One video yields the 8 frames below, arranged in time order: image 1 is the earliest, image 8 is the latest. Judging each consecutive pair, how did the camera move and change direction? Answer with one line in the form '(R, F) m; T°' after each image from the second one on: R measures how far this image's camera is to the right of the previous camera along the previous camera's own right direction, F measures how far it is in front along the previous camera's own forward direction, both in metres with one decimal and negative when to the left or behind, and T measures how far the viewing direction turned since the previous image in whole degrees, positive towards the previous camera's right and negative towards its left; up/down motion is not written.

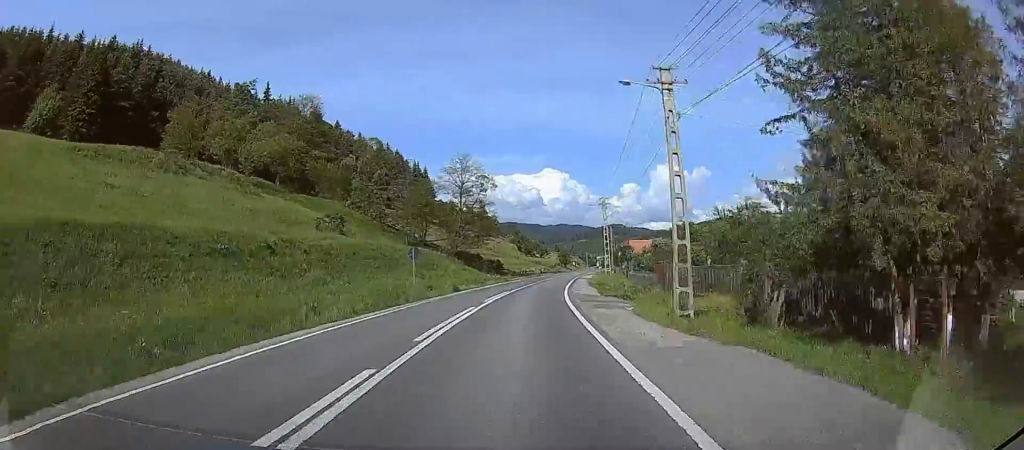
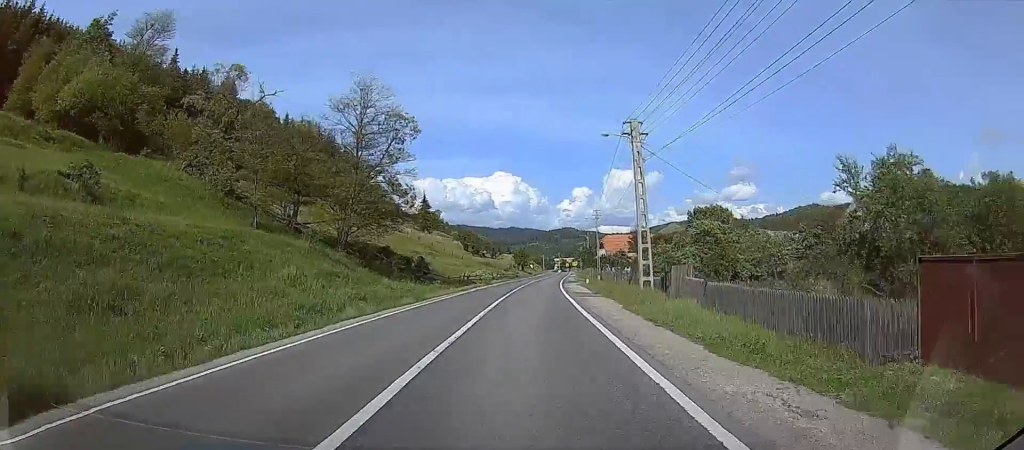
(0.0, +32.2) m; +8°
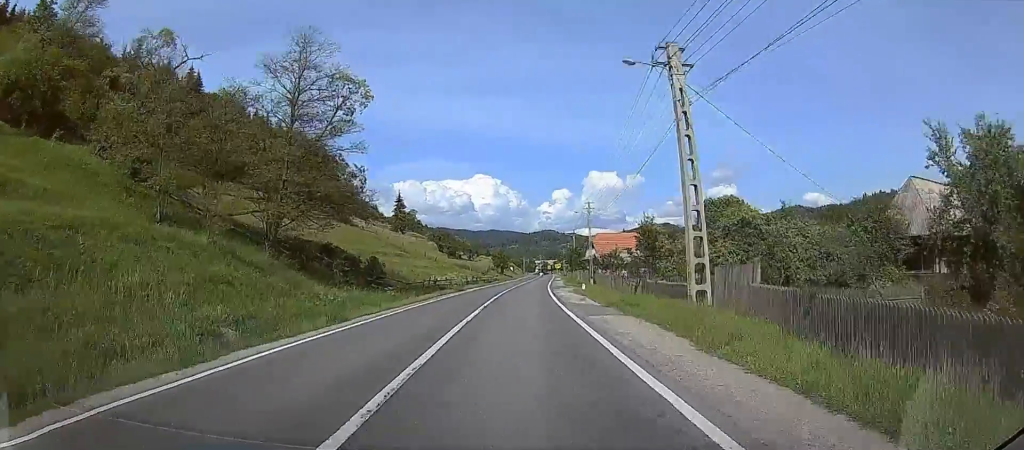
(+0.7, +9.5) m; +4°
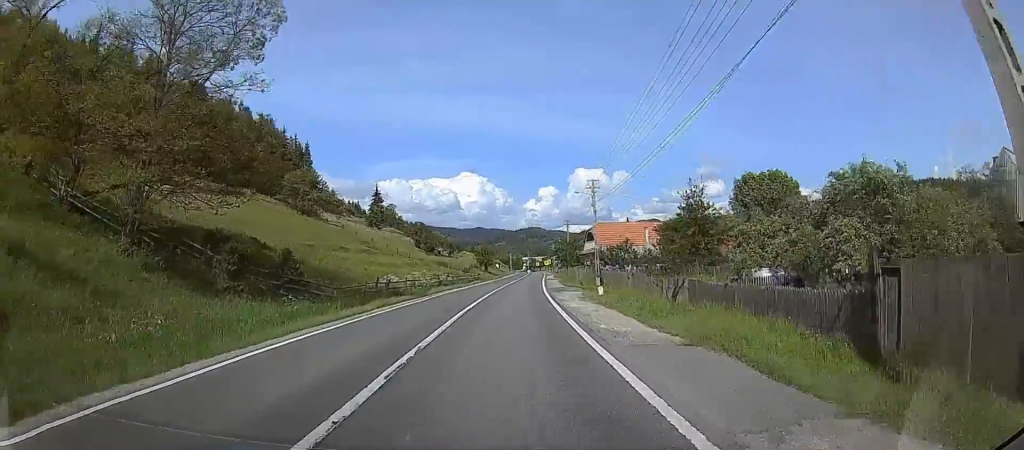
(+1.7, +11.9) m; +1°
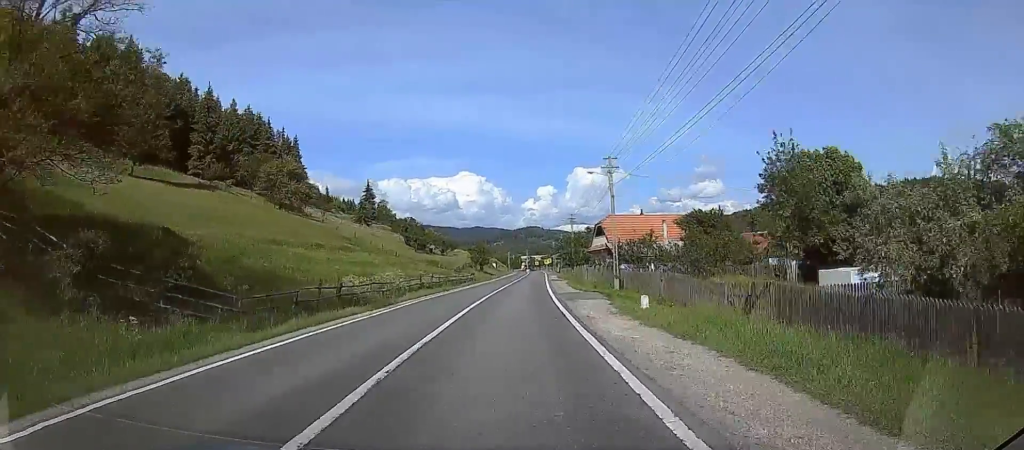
(-1.2, +8.4) m; -4°
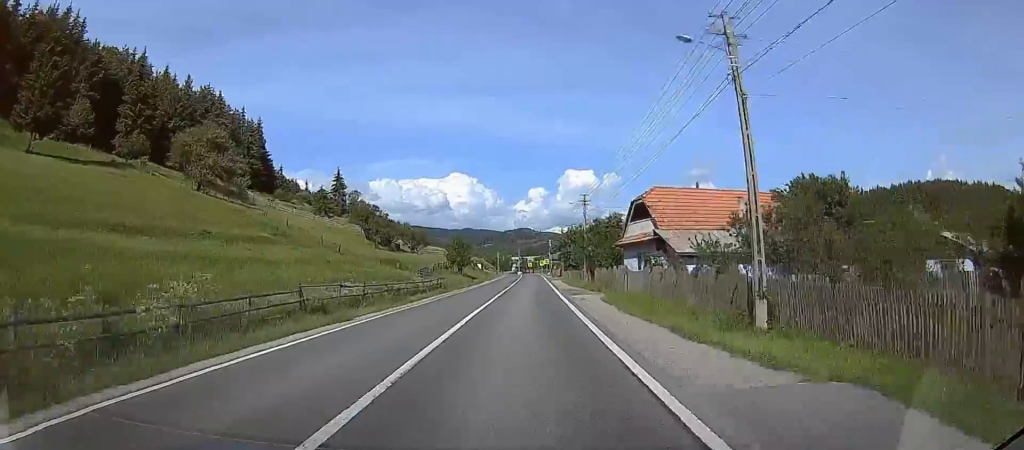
(-0.8, +21.4) m; -2°
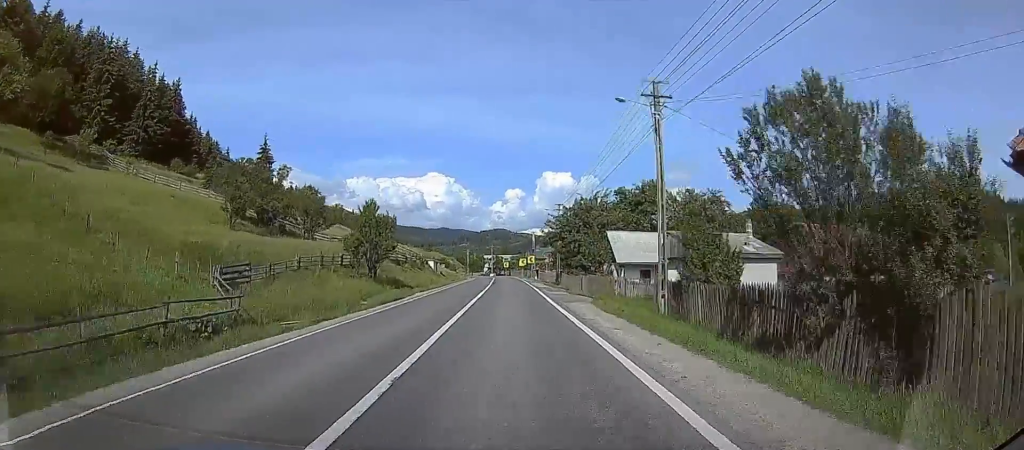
(+3.2, +34.0) m; +6°
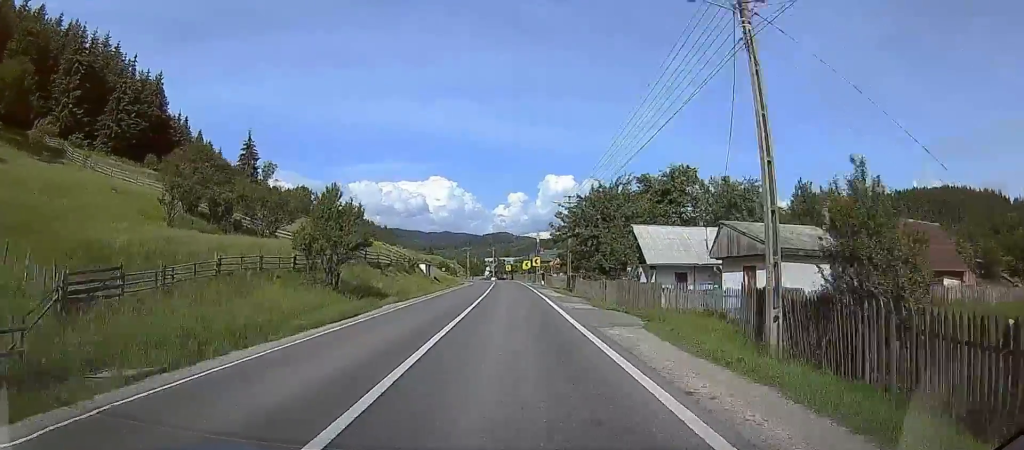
(-0.7, +8.7) m; -2°
